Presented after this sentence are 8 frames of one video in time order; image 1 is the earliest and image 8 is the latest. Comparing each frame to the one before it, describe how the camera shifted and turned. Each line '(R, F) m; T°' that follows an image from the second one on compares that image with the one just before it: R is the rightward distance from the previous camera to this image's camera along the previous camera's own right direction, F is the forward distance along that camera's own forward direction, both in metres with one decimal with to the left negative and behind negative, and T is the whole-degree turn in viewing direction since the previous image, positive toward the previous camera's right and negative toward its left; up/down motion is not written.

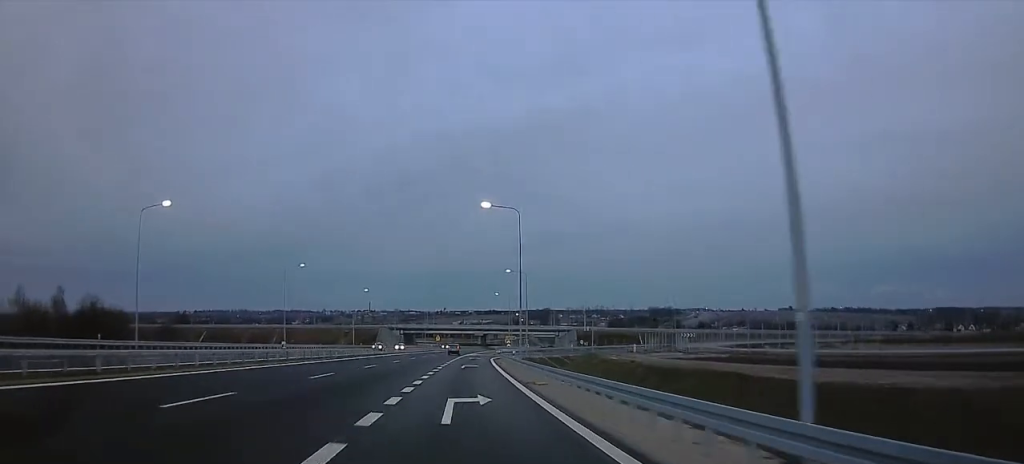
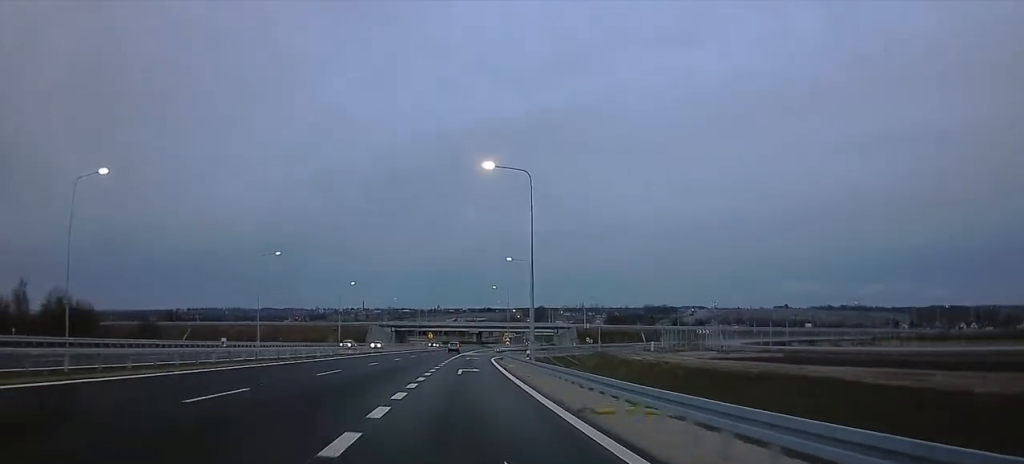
(+0.1, +10.9) m; 0°
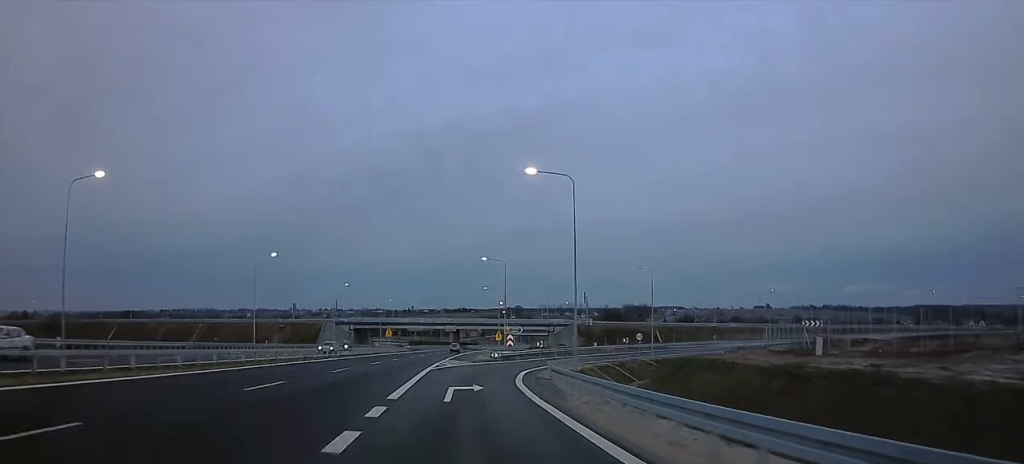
(+0.9, +44.2) m; +3°
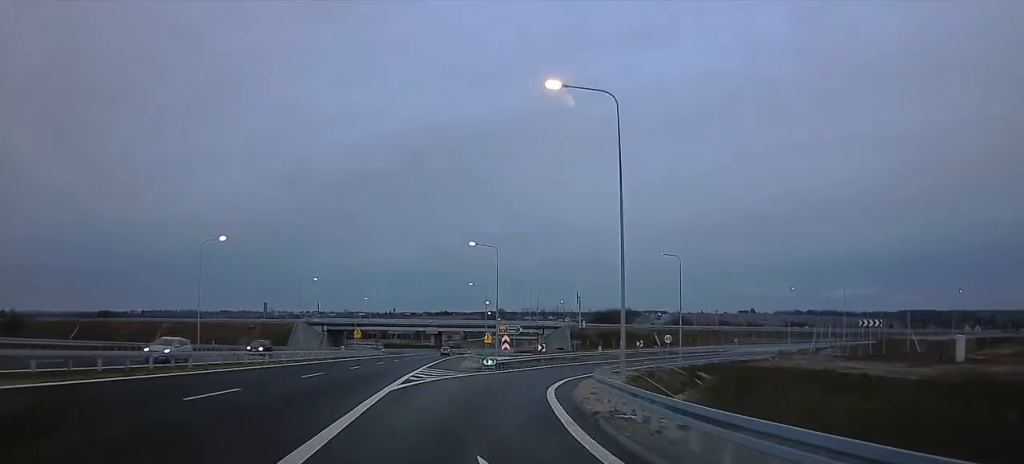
(0.0, +15.0) m; +5°
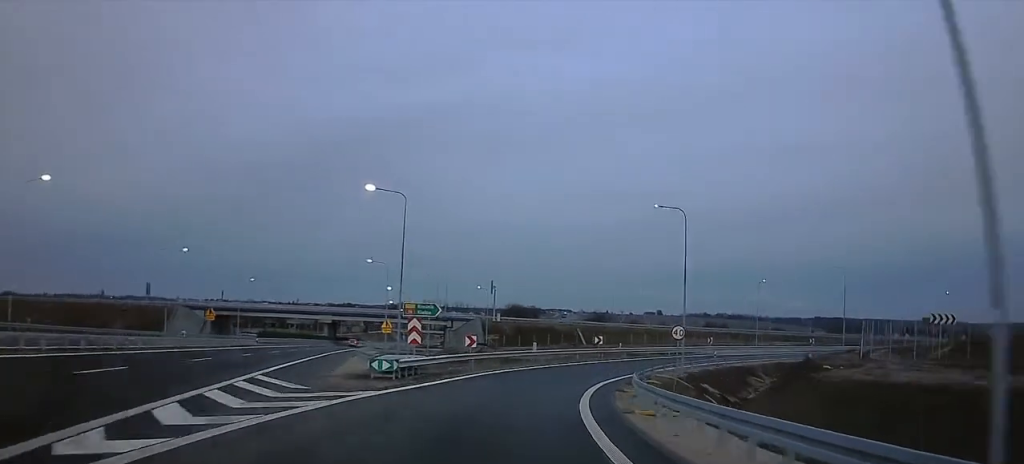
(+2.0, +21.9) m; +8°
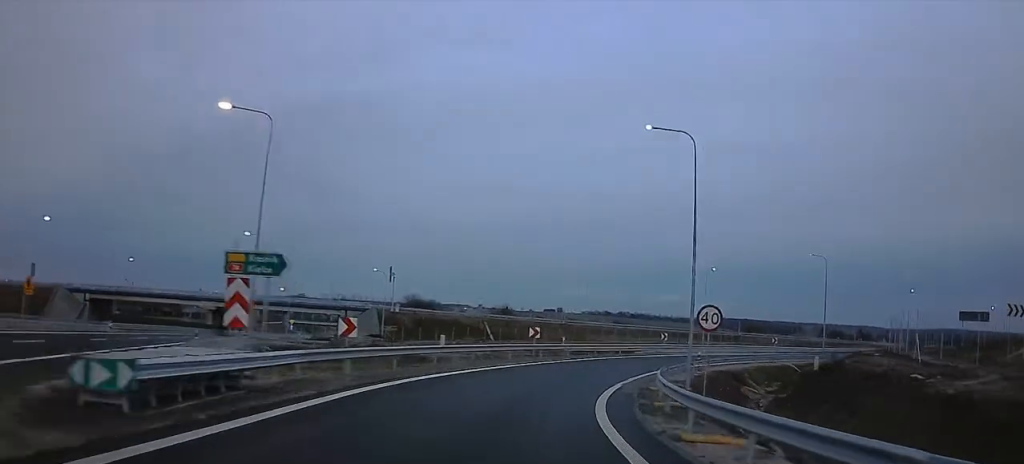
(-0.2, +15.1) m; +12°
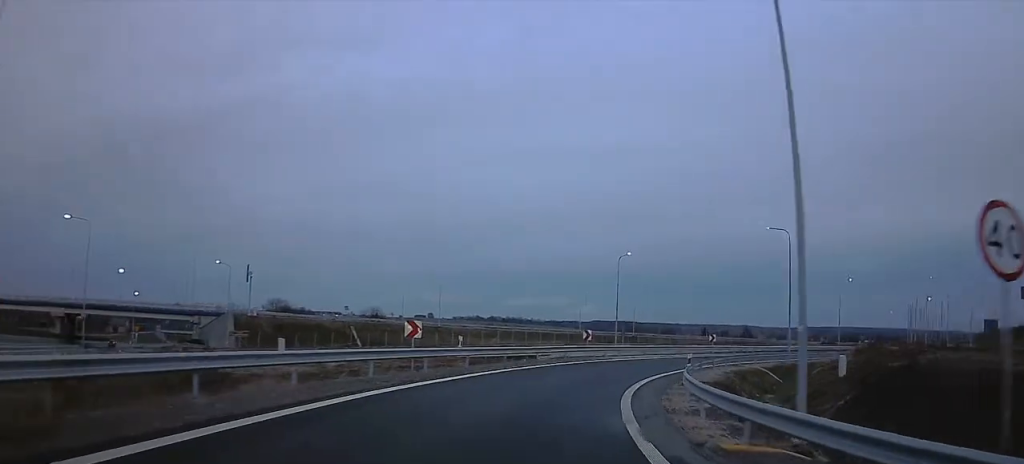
(+3.3, +14.7) m; +13°
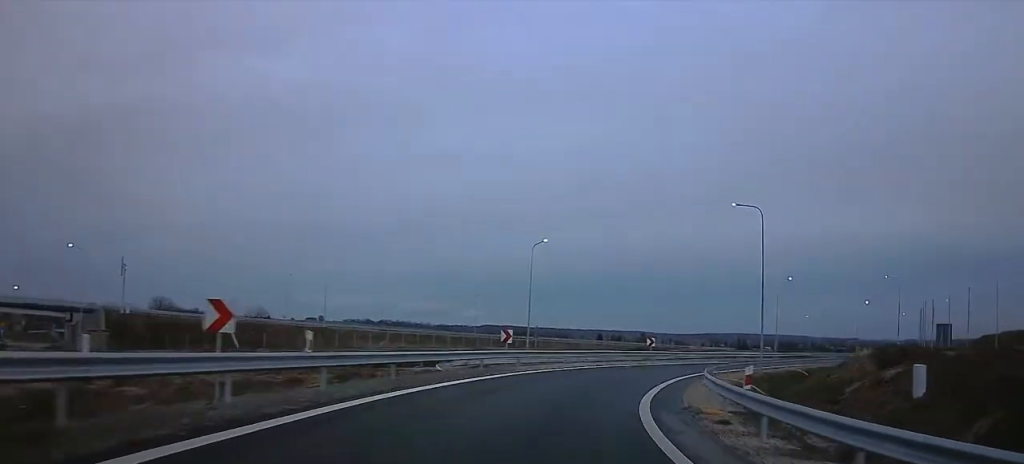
(+0.5, +11.2) m; +3°
